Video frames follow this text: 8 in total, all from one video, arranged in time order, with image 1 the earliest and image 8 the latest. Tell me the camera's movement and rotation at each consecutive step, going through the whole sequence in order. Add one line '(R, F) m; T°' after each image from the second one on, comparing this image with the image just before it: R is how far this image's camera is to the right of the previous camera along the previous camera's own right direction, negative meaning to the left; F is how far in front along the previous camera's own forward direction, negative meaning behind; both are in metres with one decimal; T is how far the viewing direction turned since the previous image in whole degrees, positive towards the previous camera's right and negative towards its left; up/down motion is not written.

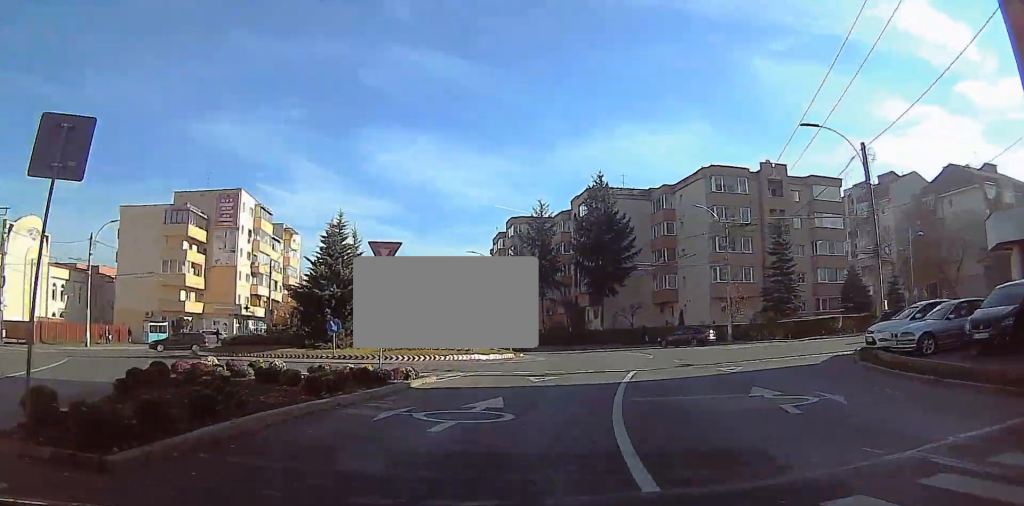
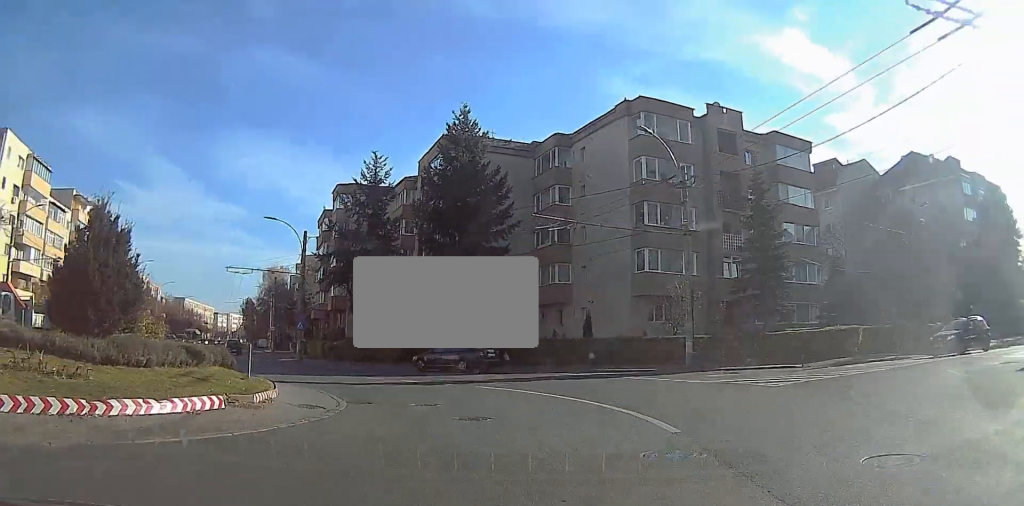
(0.0, +23.0) m; 0°
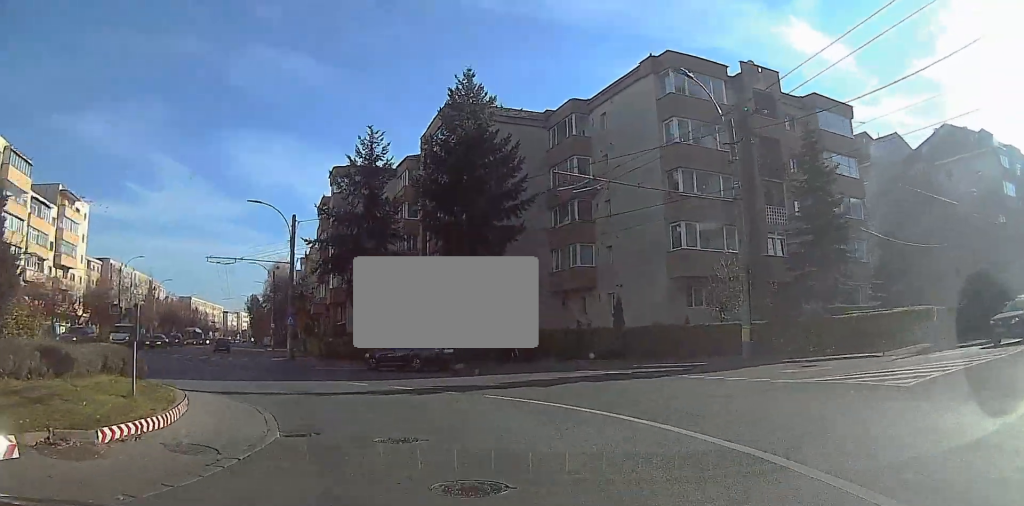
(0.0, +5.6) m; -3°
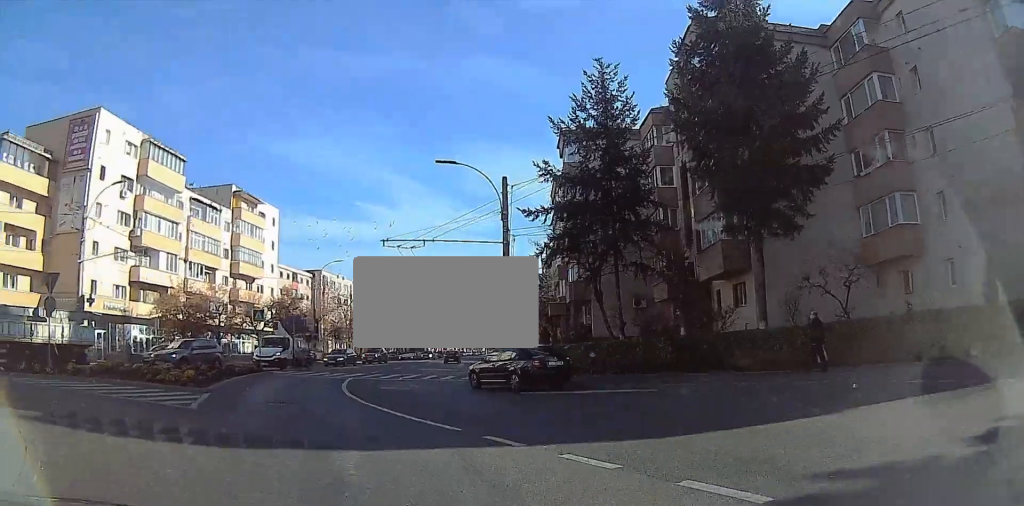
(-0.9, +12.5) m; -9°
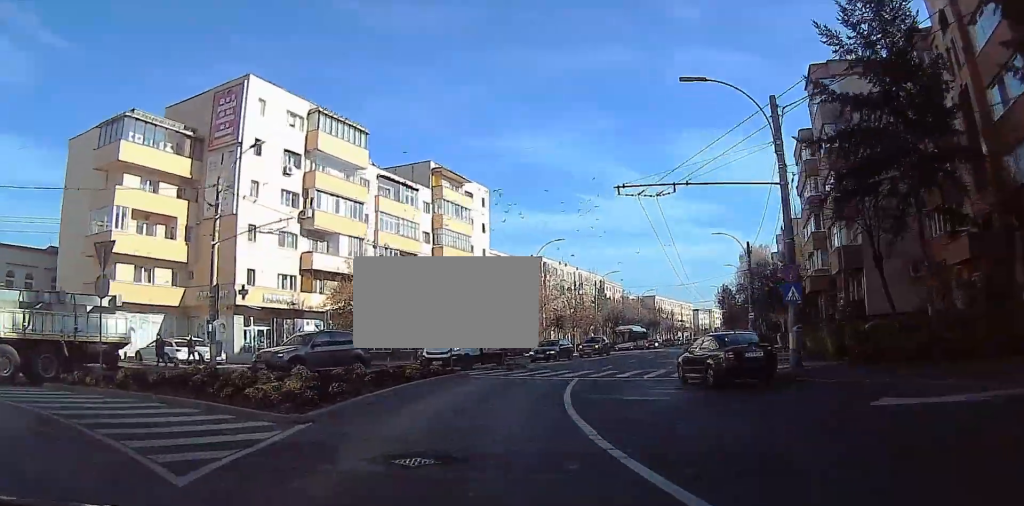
(-0.6, +8.8) m; -4°
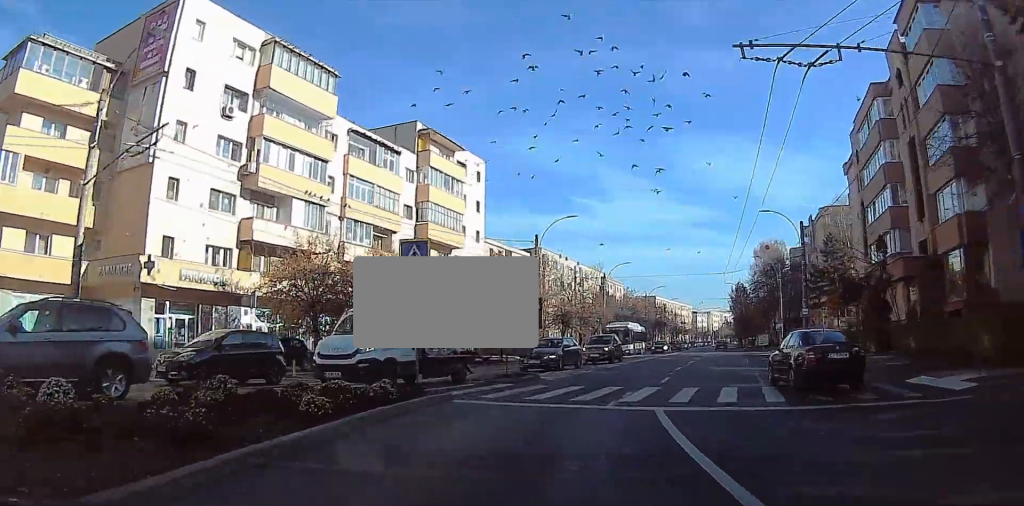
(-0.1, +11.1) m; -1°
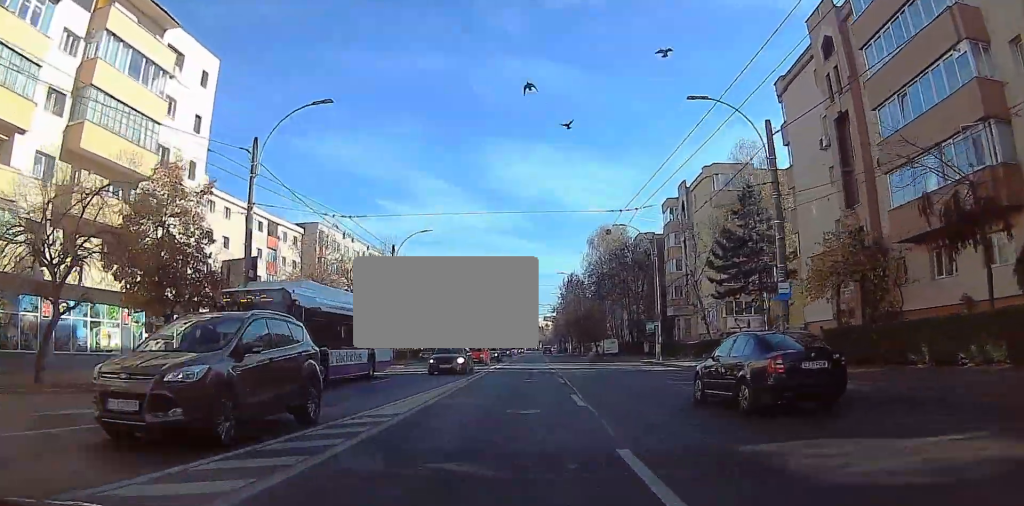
(+0.4, +23.4) m; +4°
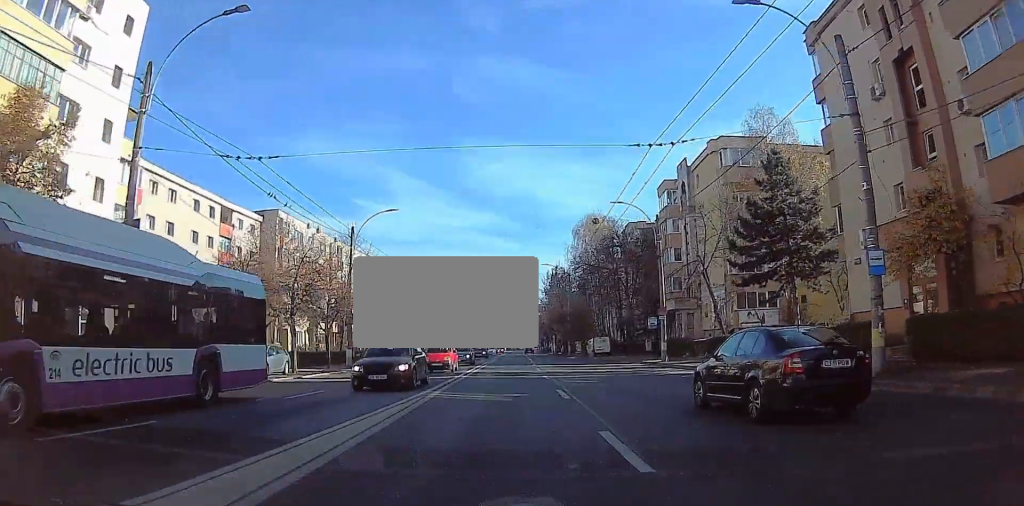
(+0.2, +7.3) m; +2°
